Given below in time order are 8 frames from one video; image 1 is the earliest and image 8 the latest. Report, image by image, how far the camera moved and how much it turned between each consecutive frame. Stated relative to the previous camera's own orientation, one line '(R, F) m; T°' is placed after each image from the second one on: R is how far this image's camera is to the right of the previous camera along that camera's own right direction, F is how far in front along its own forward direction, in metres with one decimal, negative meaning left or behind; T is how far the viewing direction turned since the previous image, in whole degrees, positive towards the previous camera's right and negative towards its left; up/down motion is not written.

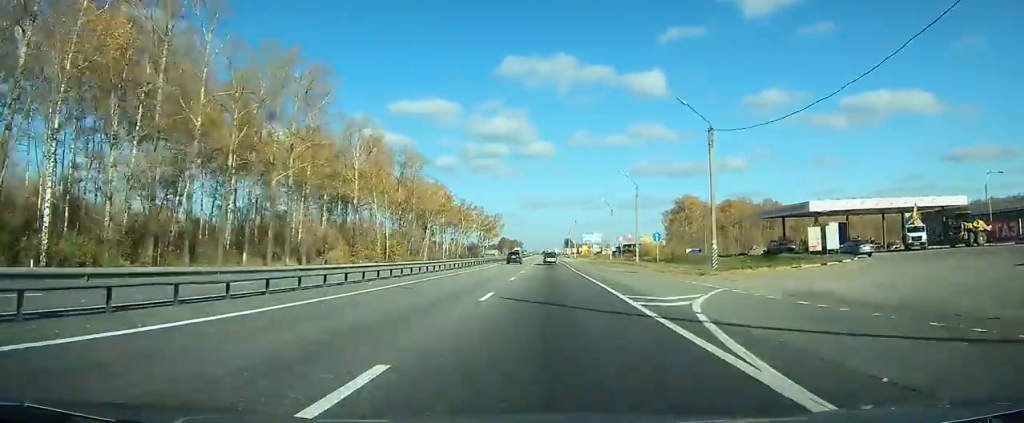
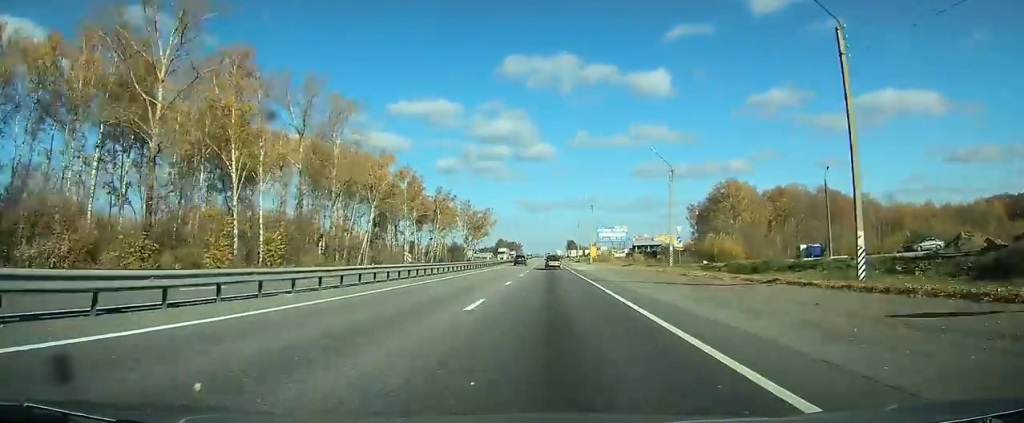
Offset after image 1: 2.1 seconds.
(0.0, +52.0) m; 0°
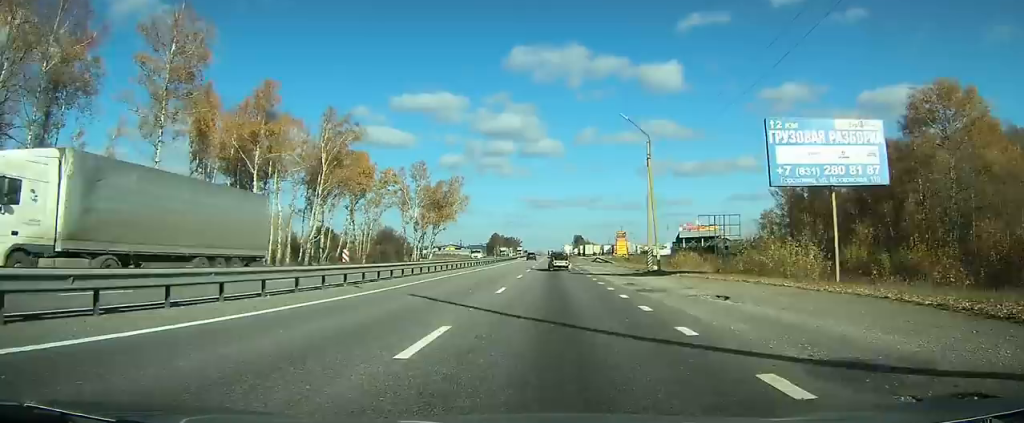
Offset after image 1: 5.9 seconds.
(-0.3, +89.6) m; 0°
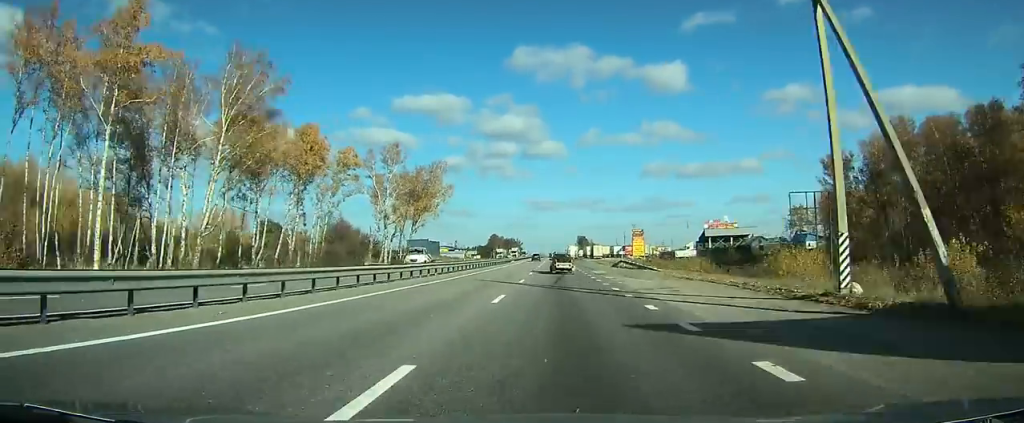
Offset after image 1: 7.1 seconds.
(-0.1, +26.4) m; 0°
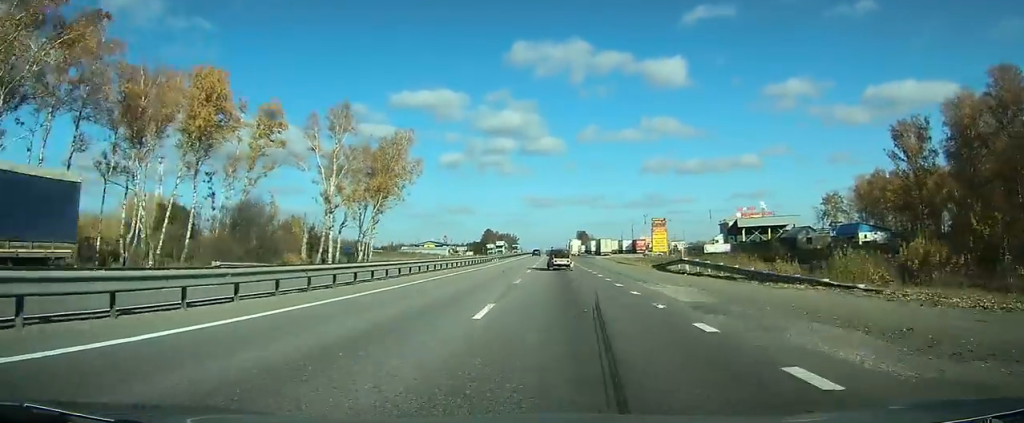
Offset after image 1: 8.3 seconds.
(0.0, +27.3) m; 0°
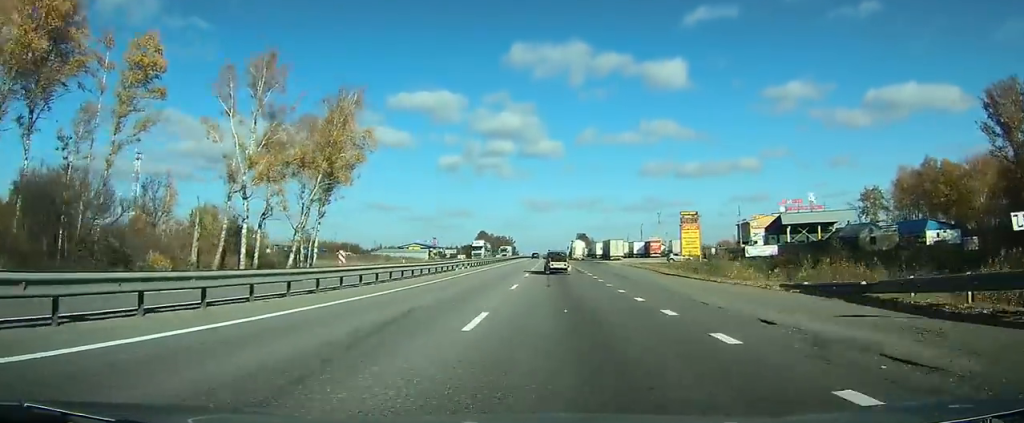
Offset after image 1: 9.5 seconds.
(0.0, +24.9) m; 0°
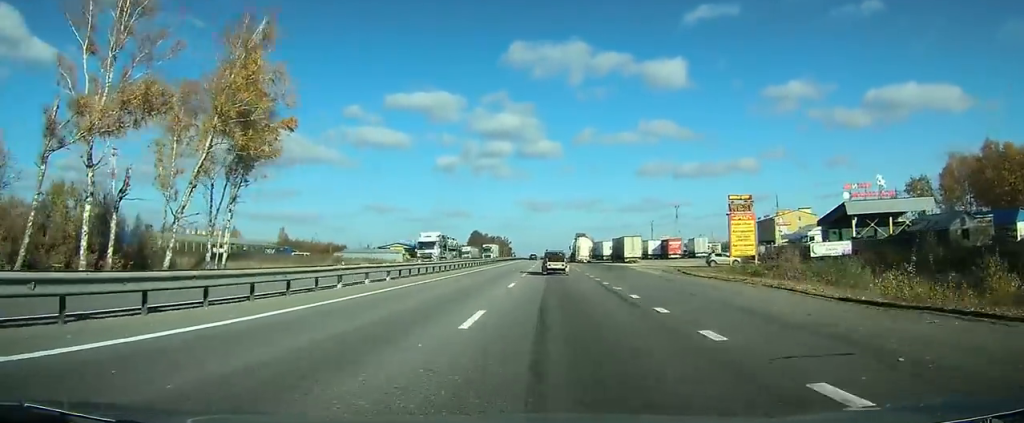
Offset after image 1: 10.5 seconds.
(+0.1, +24.6) m; 0°
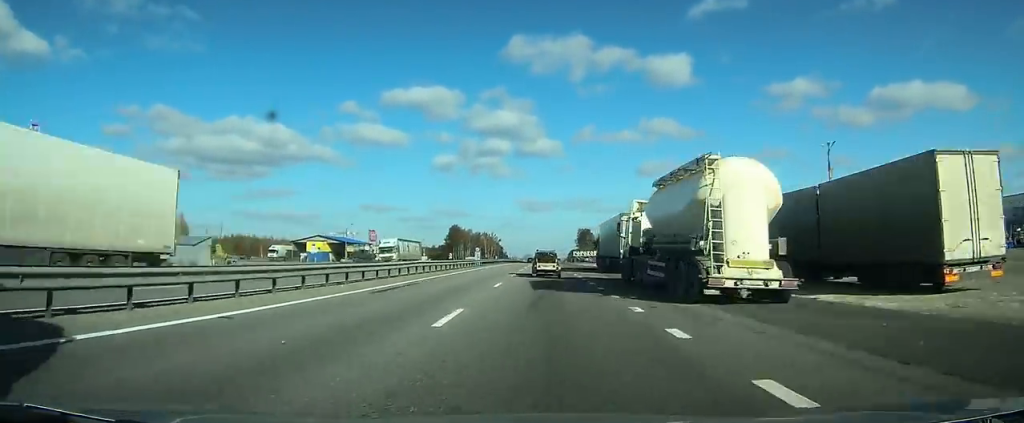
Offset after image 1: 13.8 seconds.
(+0.2, +73.0) m; 0°
